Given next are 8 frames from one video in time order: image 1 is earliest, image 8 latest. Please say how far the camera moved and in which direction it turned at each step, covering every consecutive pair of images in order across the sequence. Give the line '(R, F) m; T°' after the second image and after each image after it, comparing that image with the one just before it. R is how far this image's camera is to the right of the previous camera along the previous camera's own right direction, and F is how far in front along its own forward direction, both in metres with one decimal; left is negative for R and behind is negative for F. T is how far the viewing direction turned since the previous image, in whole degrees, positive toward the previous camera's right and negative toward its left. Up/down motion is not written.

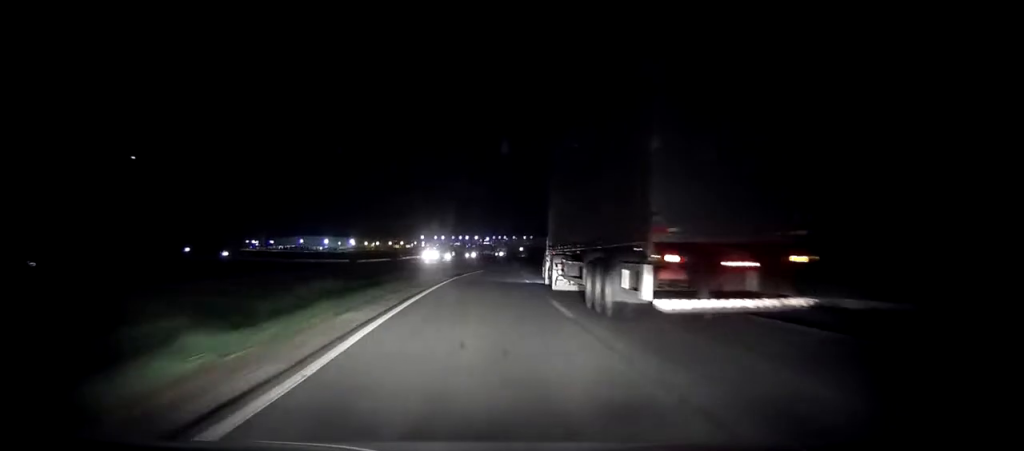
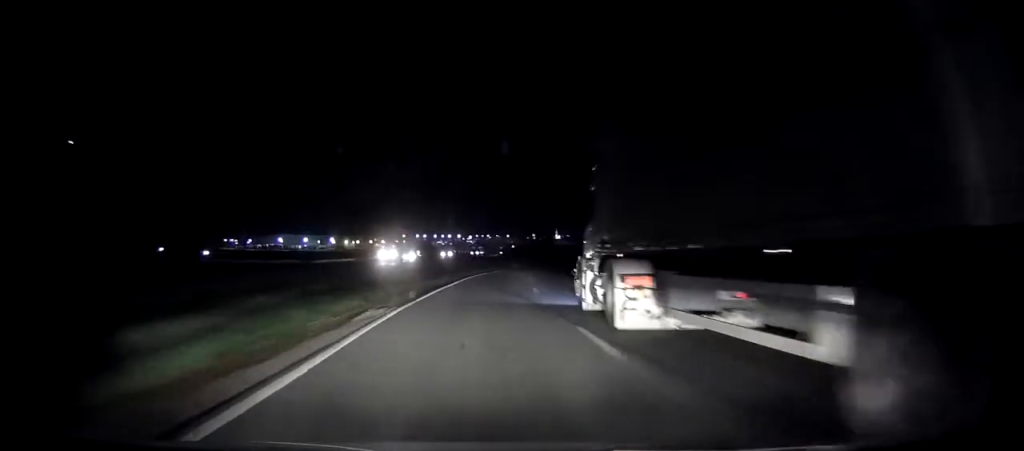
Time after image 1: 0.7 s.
(+0.2, +20.8) m; +1°
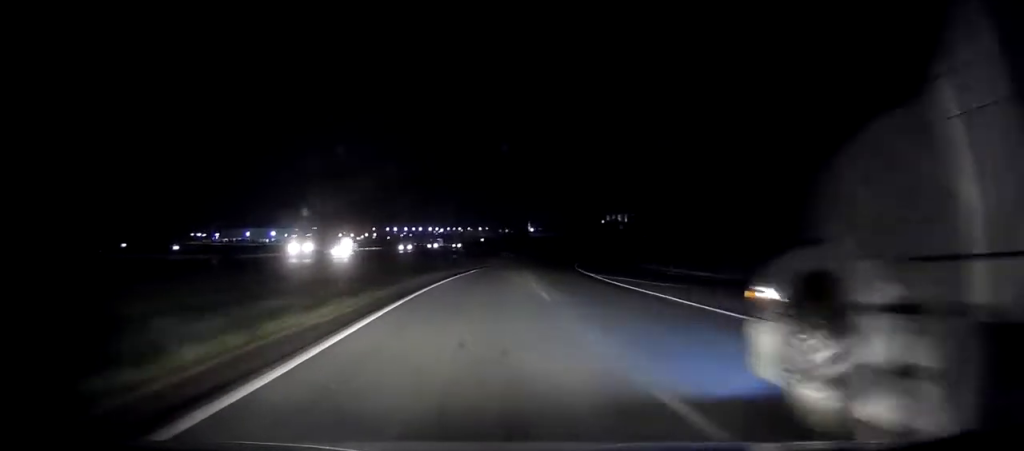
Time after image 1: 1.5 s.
(+0.2, +22.4) m; +2°
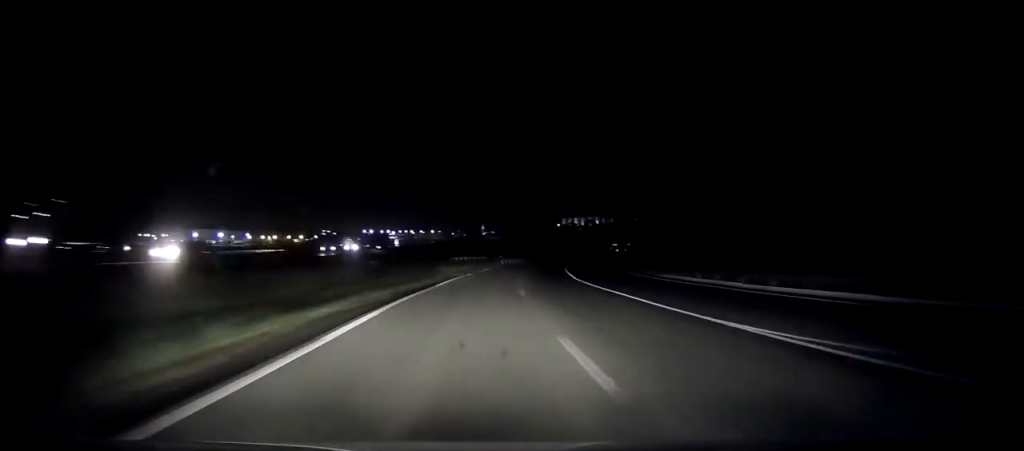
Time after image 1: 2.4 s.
(+0.9, +27.1) m; +4°
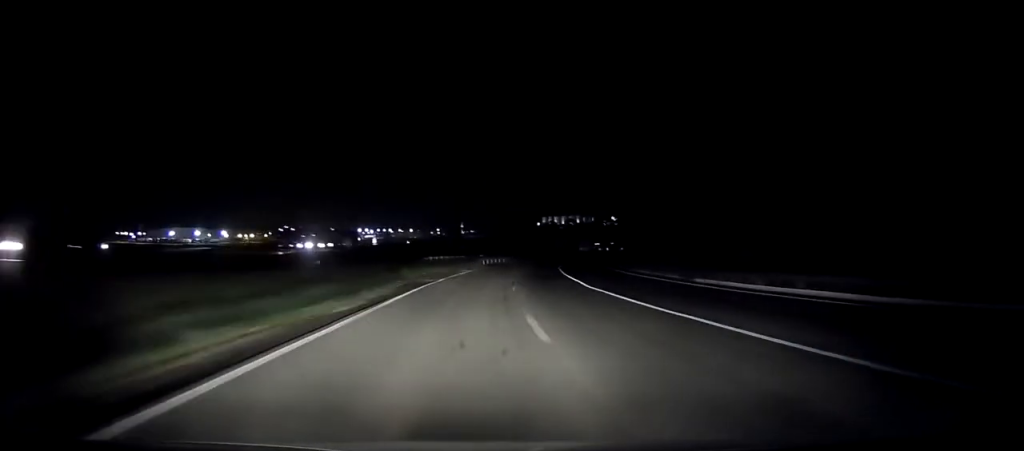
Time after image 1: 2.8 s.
(+0.3, +11.8) m; +2°
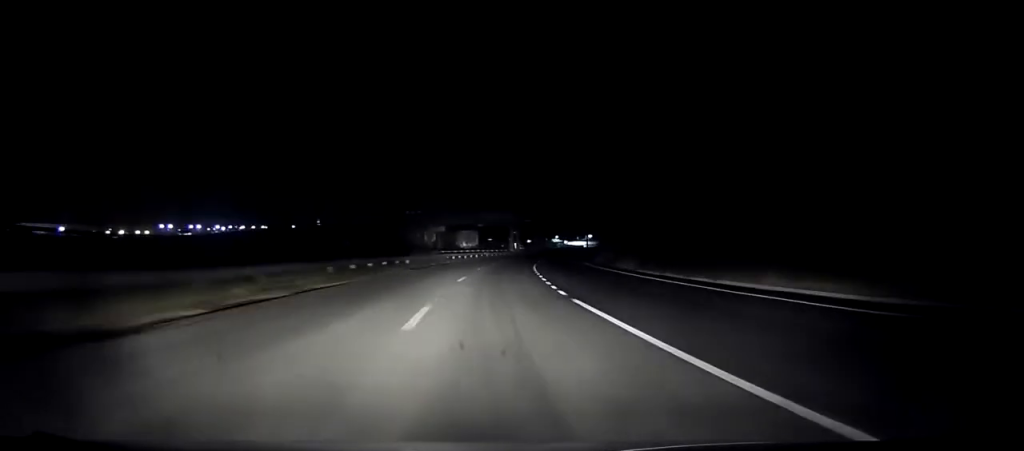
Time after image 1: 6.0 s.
(+9.8, +94.1) m; +11°
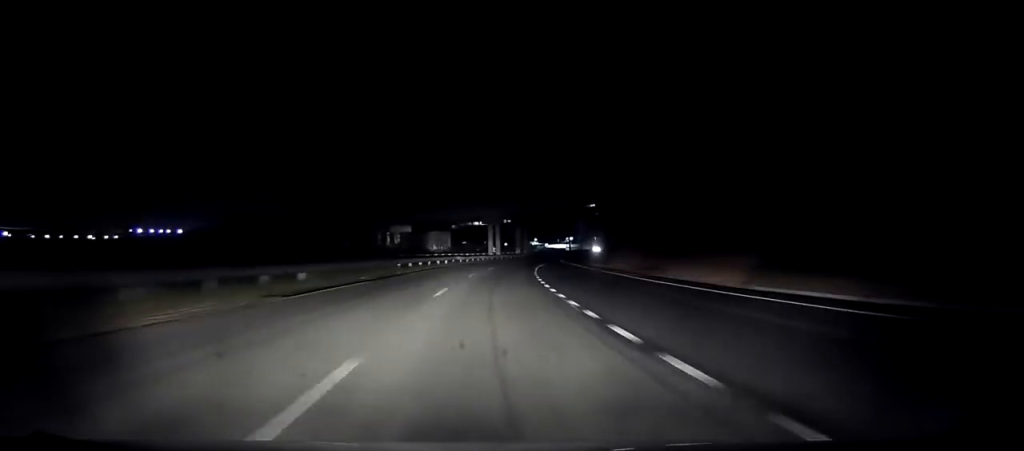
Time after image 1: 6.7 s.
(+0.4, +23.0) m; +2°
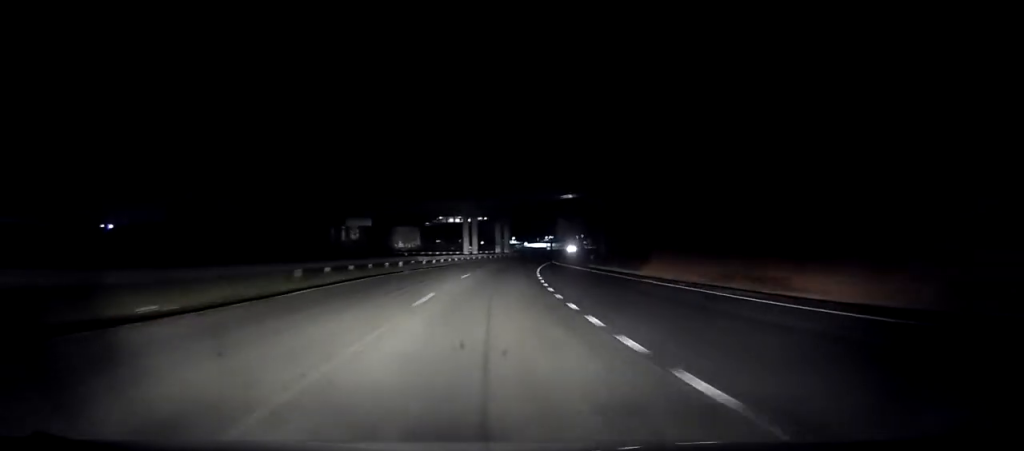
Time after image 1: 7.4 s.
(-0.1, +20.1) m; +3°
